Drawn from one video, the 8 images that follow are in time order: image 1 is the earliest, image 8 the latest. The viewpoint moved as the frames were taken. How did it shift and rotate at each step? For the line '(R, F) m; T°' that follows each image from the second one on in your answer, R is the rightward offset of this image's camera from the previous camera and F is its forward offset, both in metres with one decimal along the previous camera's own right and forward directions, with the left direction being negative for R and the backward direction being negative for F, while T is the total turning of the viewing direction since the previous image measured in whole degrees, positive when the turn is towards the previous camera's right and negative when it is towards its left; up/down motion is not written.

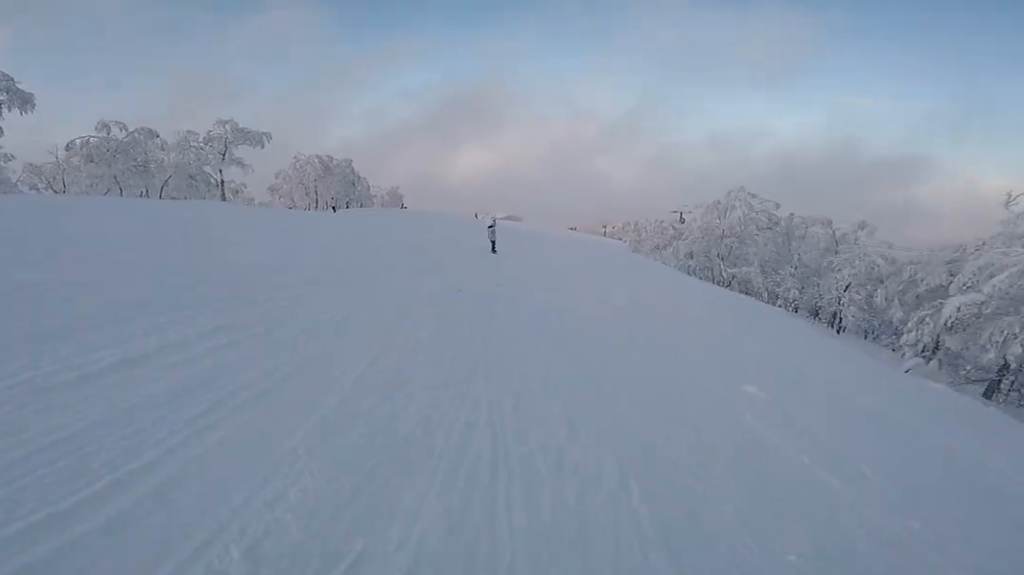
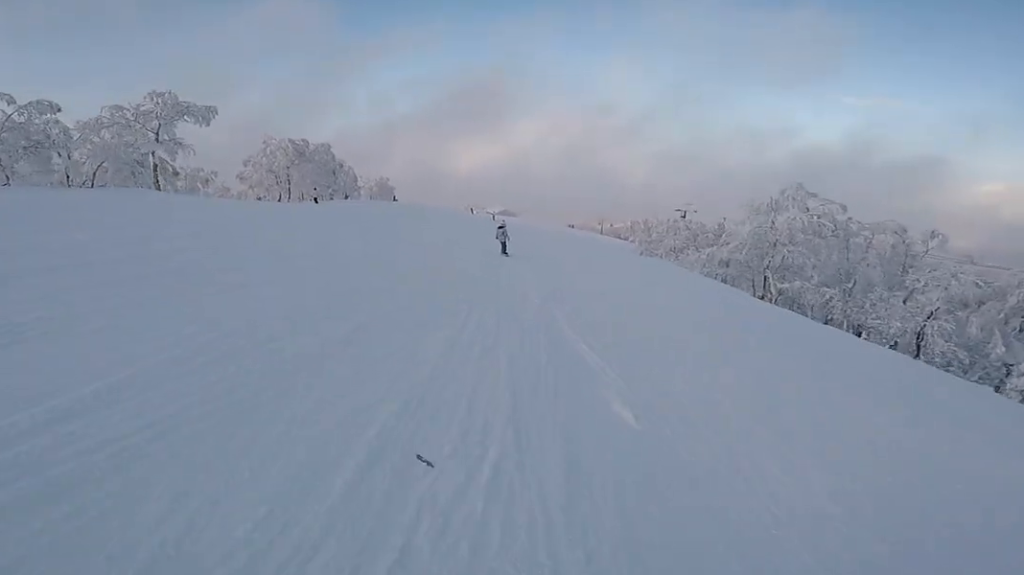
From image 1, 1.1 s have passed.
(+0.4, +7.9) m; -3°
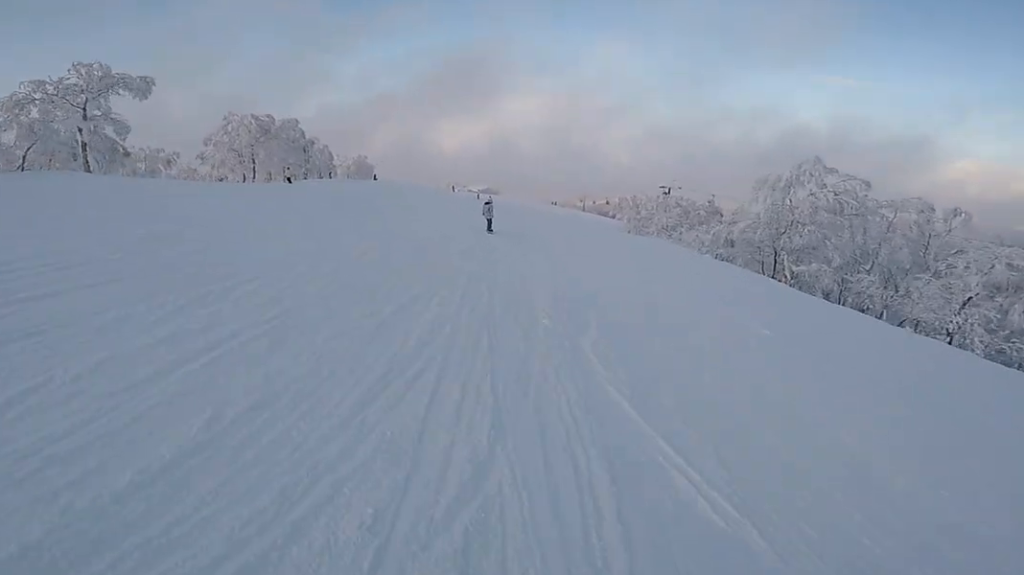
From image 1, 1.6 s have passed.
(-0.4, +4.0) m; -5°
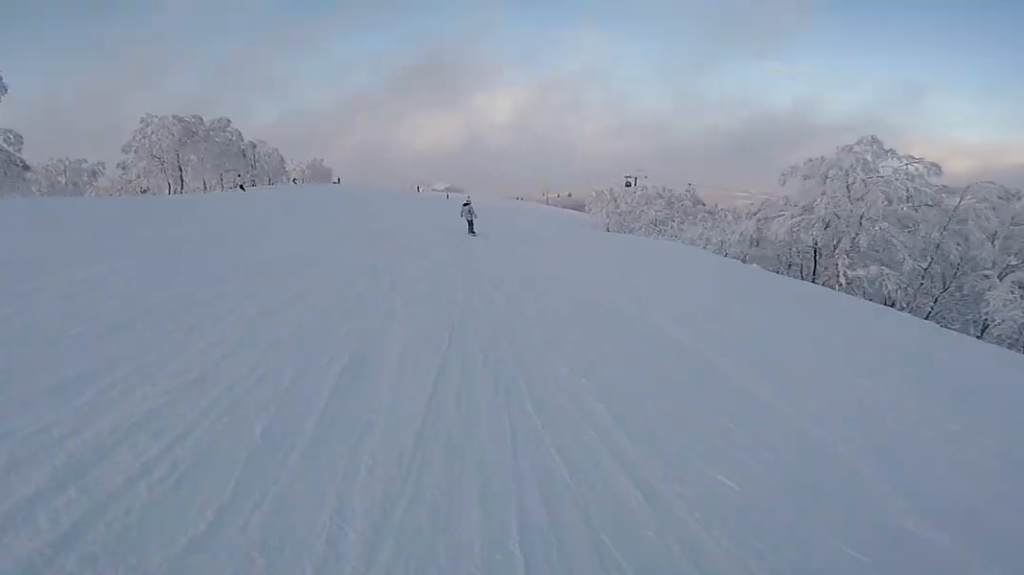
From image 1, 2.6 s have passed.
(-0.1, +7.4) m; -1°
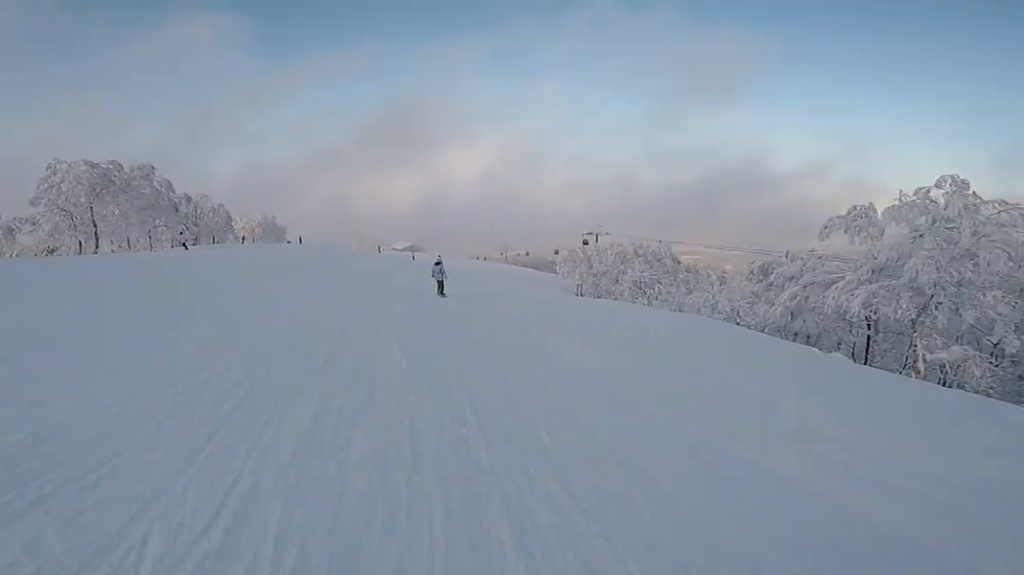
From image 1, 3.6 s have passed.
(0.0, +6.5) m; 0°
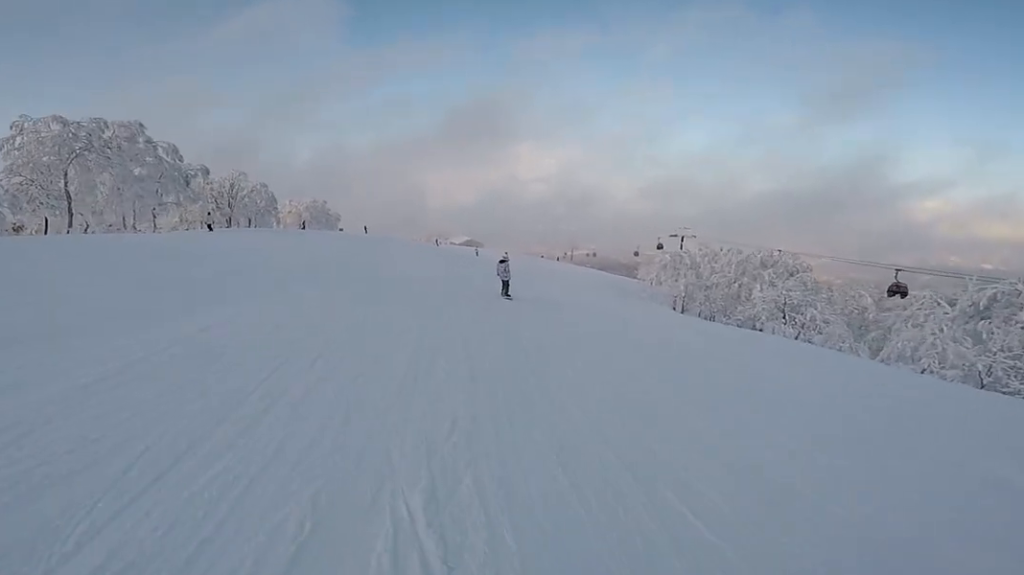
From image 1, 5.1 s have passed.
(0.0, +11.0) m; 0°
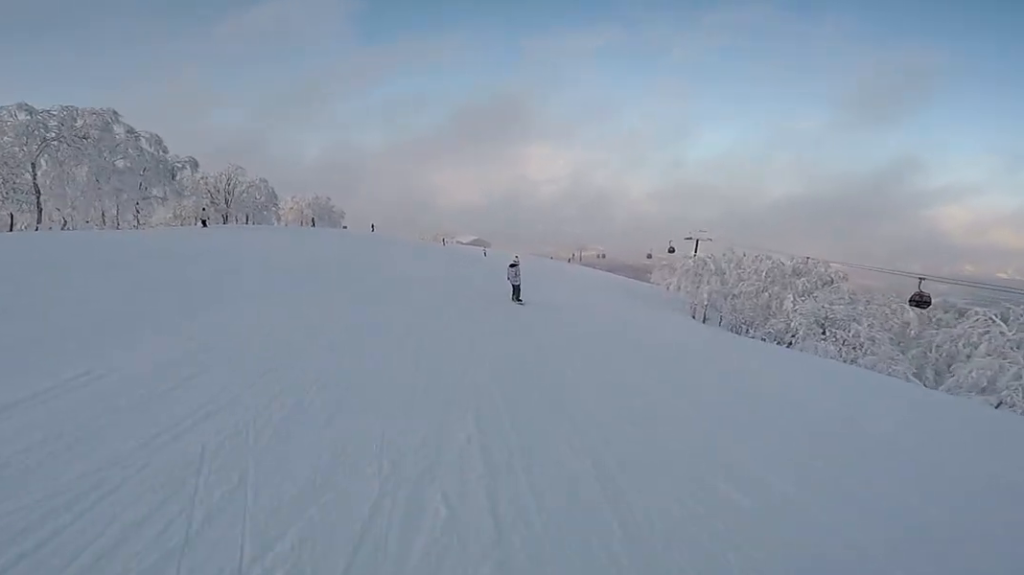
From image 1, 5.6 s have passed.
(0.0, +3.3) m; 0°
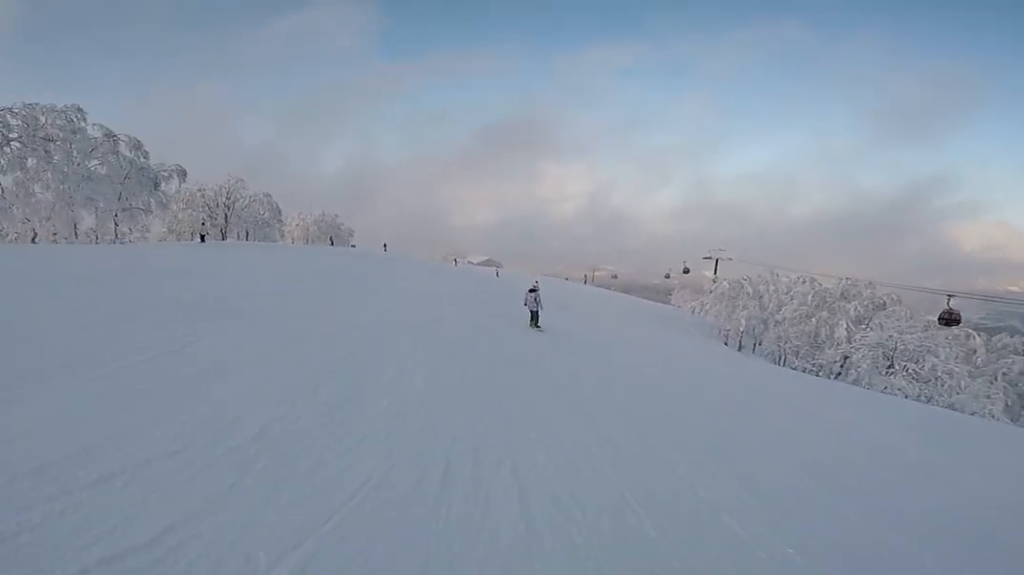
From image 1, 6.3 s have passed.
(0.0, +4.4) m; 0°
